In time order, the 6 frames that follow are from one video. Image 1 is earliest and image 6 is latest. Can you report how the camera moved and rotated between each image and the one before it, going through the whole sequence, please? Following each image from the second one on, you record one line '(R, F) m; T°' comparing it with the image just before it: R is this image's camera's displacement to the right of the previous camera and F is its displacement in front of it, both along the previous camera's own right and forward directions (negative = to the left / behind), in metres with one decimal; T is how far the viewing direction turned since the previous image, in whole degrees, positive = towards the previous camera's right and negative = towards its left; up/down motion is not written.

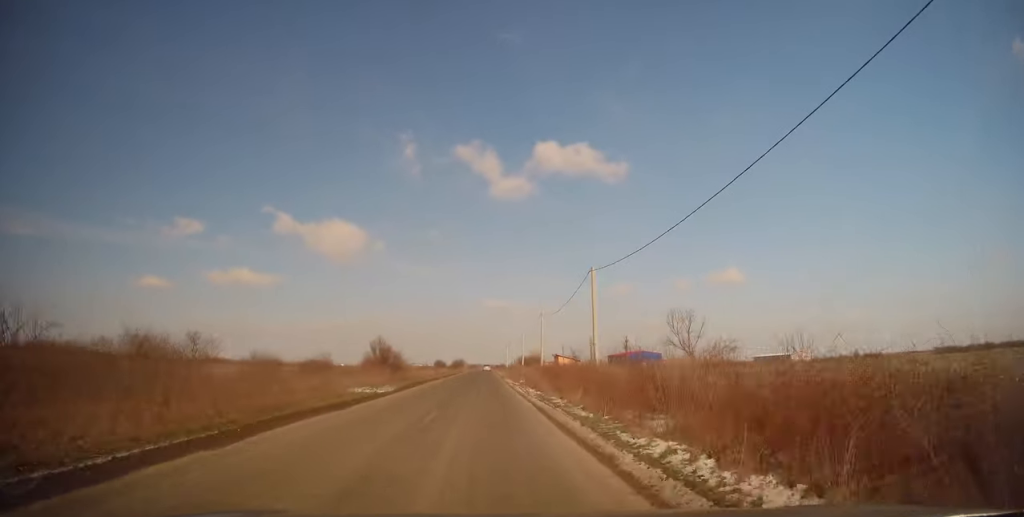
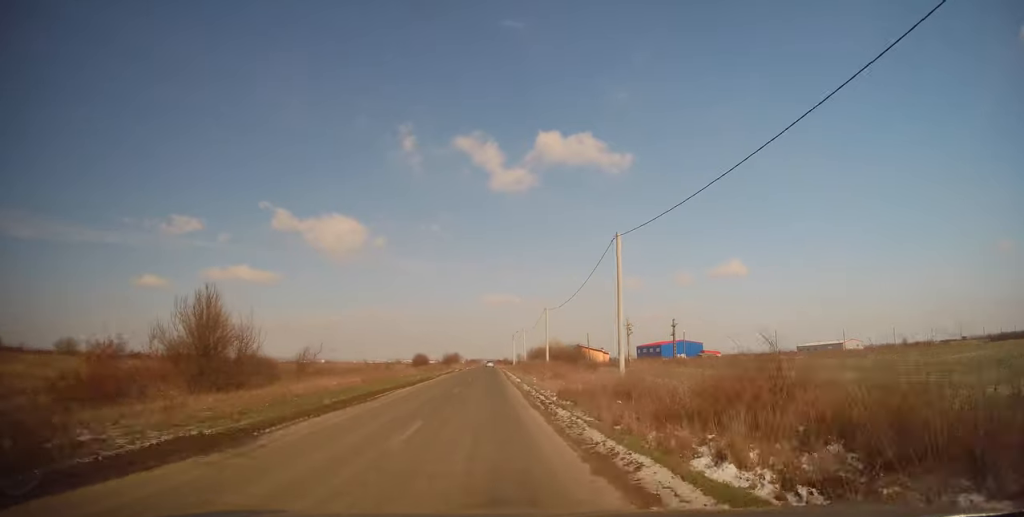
(0.0, +40.3) m; 0°
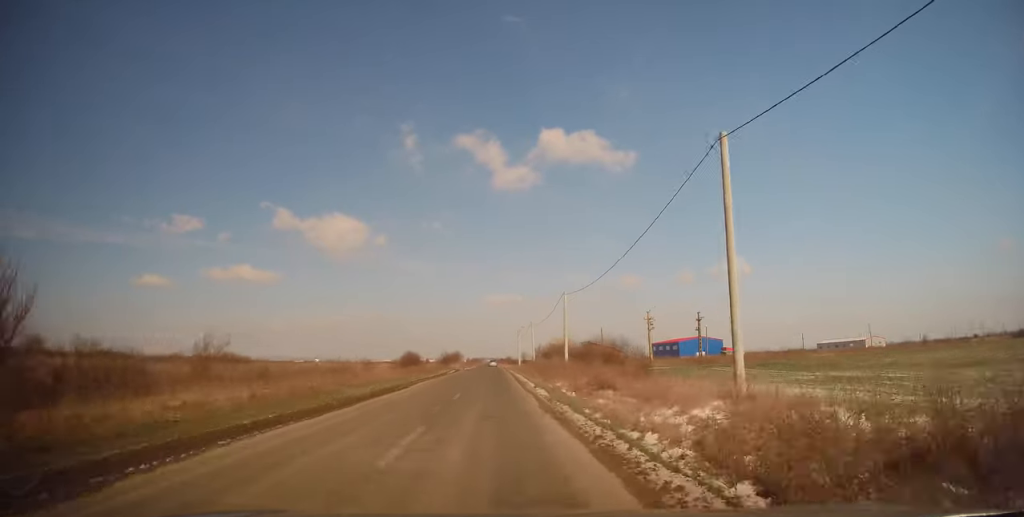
(0.0, +13.3) m; 0°
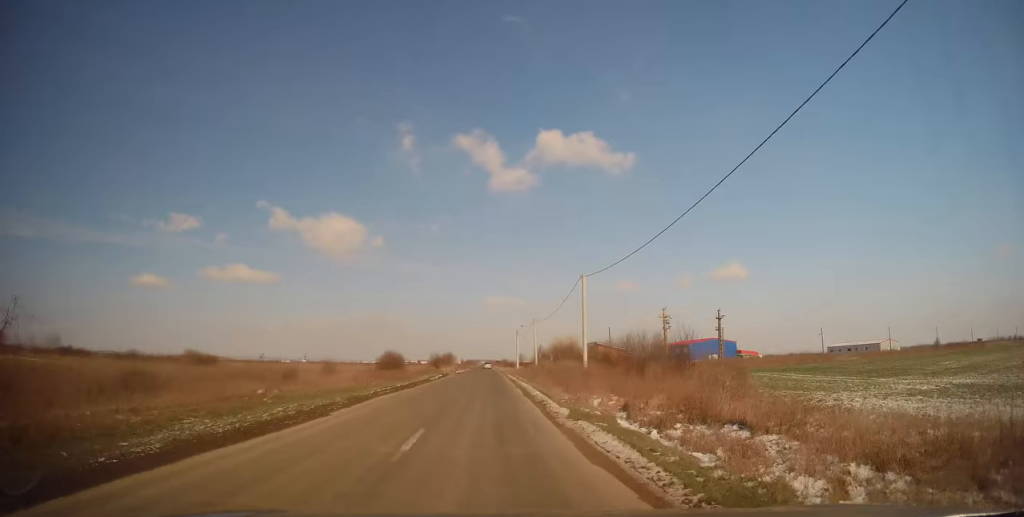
(-0.1, +11.8) m; 0°
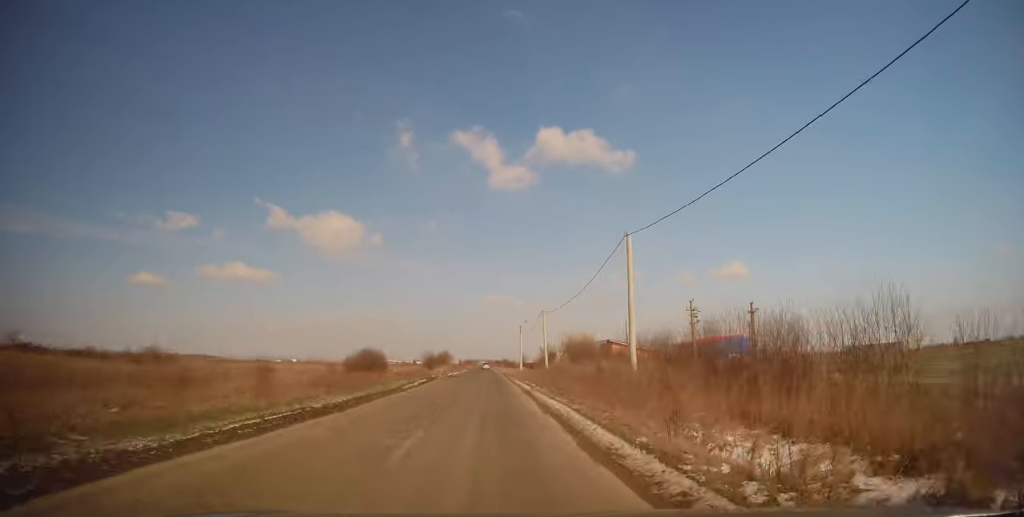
(+0.1, +12.7) m; 0°
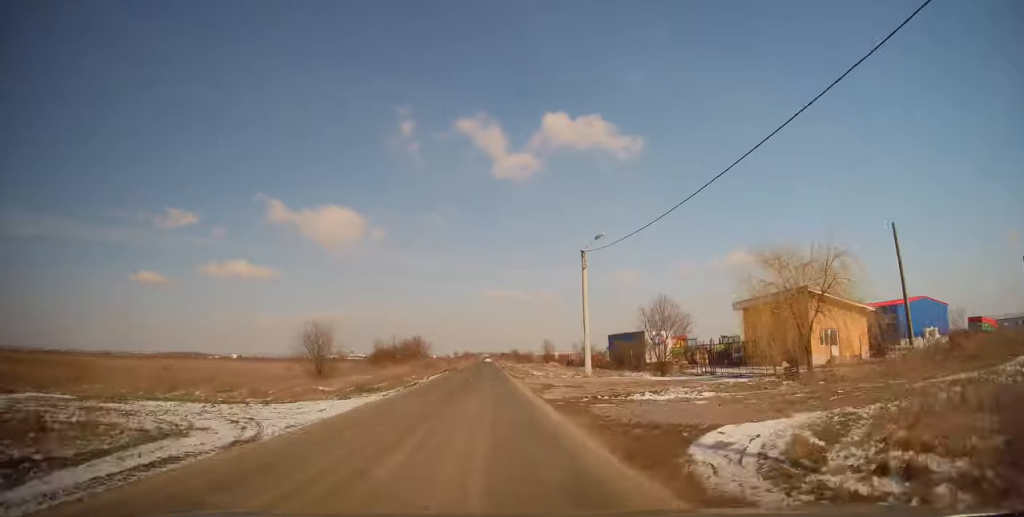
(+0.5, +63.2) m; 0°
